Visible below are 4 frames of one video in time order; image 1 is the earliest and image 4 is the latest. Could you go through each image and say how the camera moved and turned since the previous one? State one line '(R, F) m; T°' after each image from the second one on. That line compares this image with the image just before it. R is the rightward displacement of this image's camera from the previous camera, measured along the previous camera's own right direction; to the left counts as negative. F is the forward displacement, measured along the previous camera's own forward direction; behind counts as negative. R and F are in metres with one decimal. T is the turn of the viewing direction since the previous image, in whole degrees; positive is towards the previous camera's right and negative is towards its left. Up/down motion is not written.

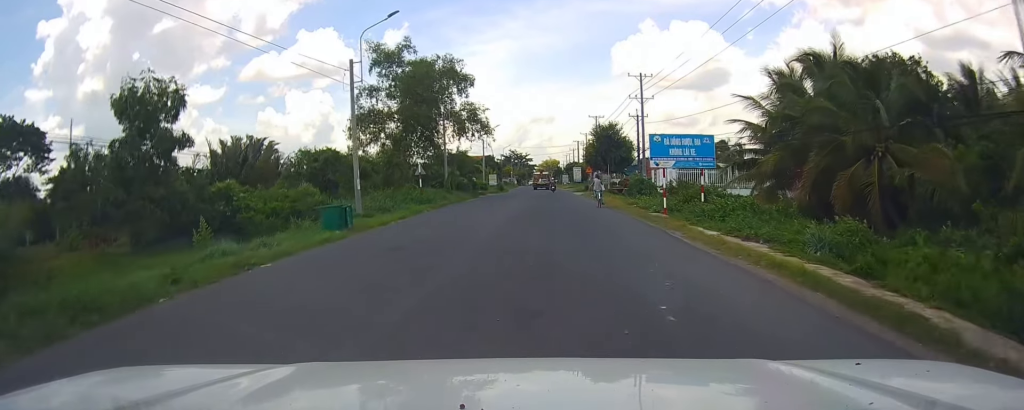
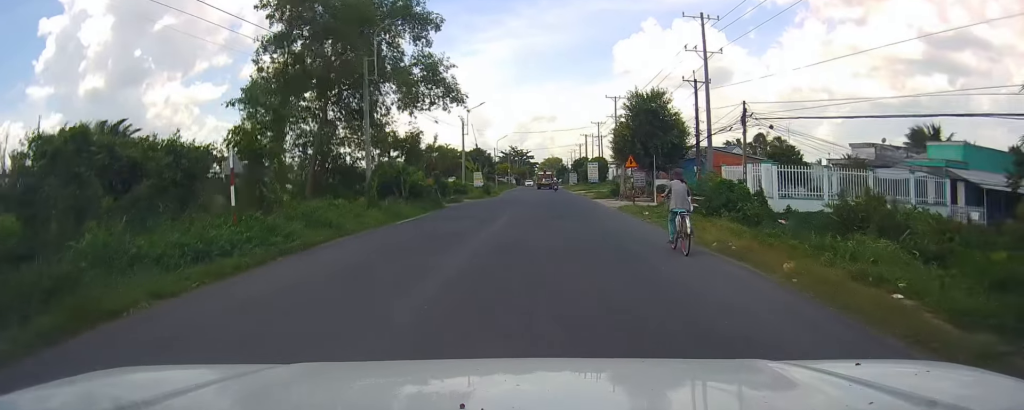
(+0.5, +24.7) m; +1°
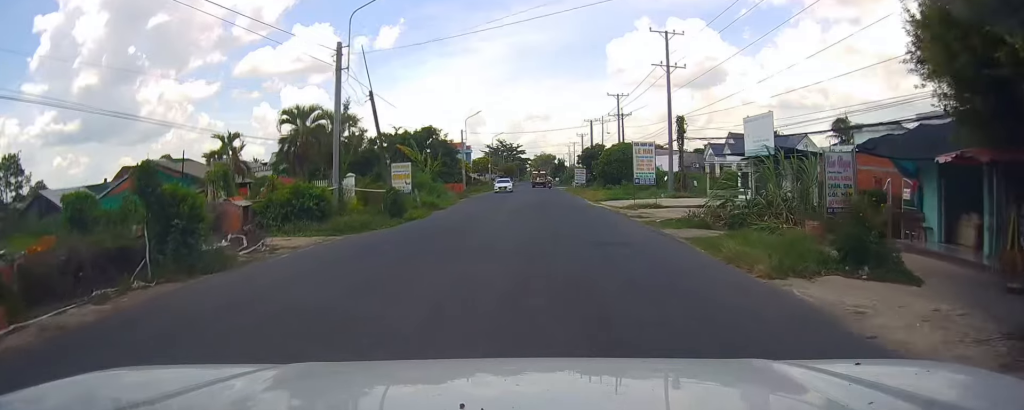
(0.0, +37.3) m; +1°
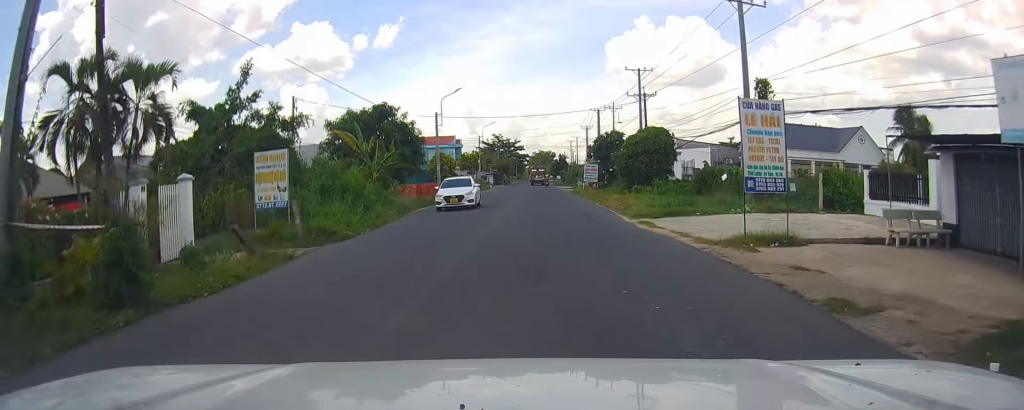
(+0.4, +17.0) m; -1°
